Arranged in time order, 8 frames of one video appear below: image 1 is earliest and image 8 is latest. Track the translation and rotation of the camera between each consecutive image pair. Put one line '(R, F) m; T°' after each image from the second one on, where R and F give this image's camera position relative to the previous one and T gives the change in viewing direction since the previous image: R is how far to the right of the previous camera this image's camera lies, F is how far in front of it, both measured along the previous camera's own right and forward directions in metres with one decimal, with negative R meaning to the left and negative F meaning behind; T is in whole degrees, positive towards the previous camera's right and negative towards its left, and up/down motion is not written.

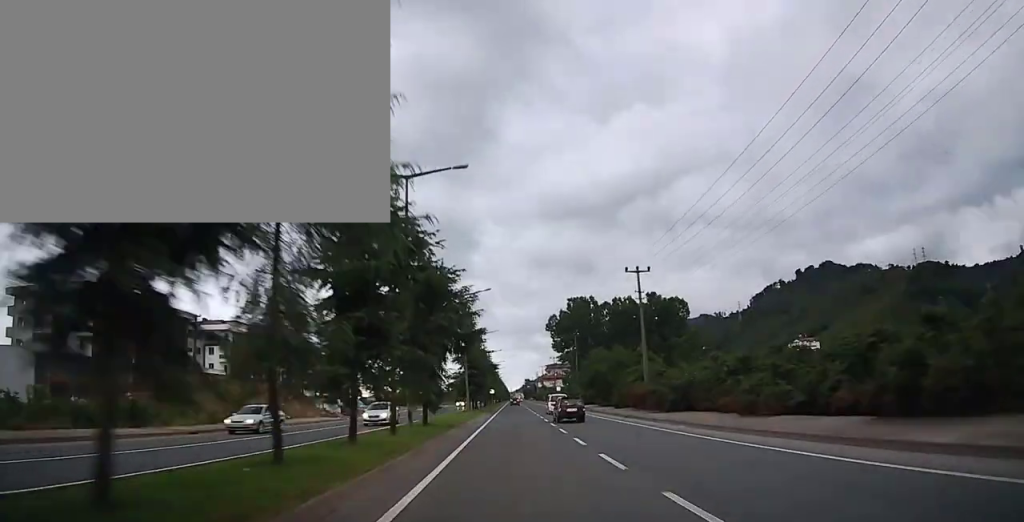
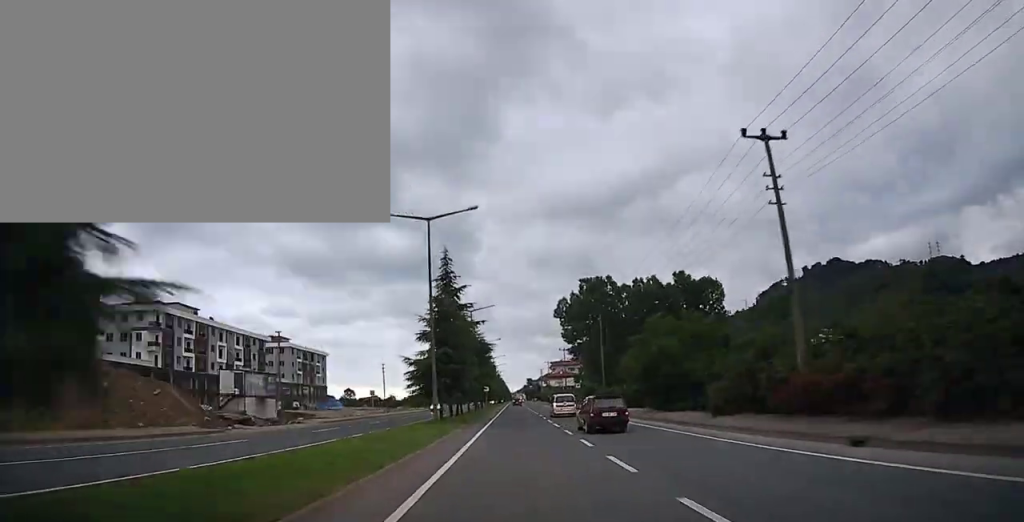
(0.0, +23.8) m; 0°
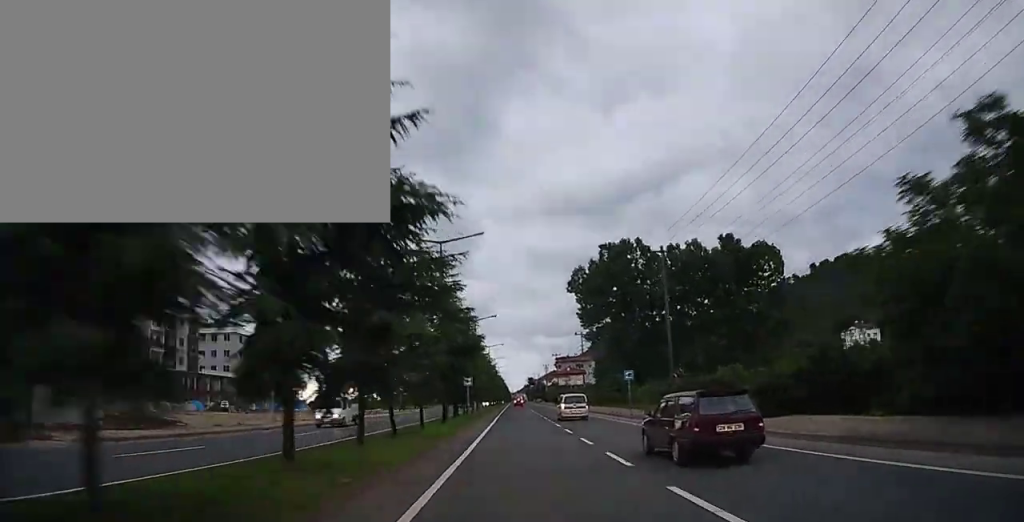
(-0.1, +28.8) m; 0°
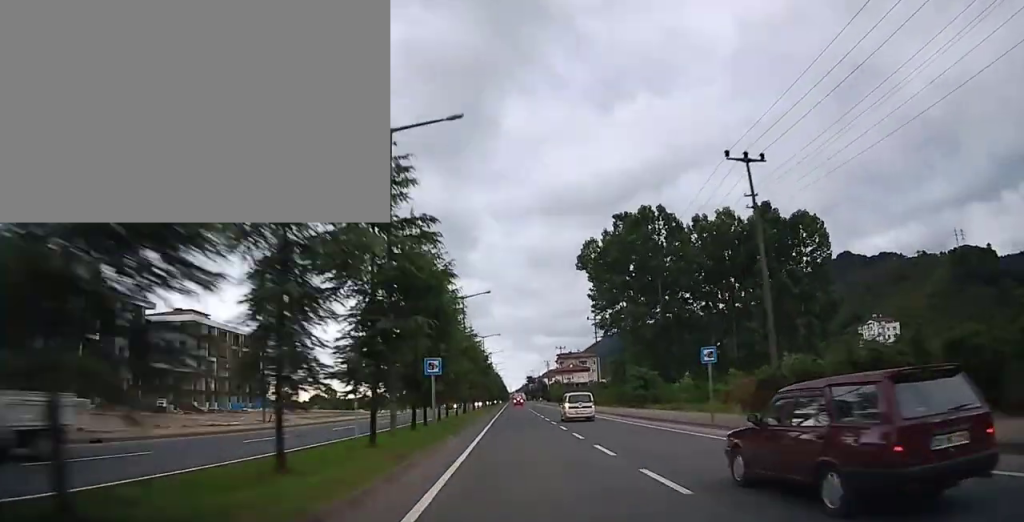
(+0.1, +15.4) m; 0°
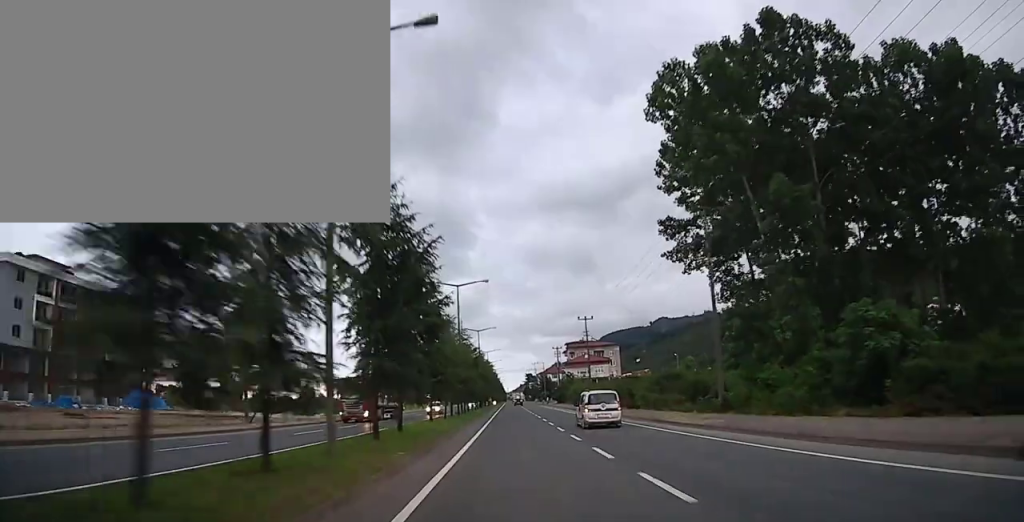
(+0.1, +41.4) m; 0°
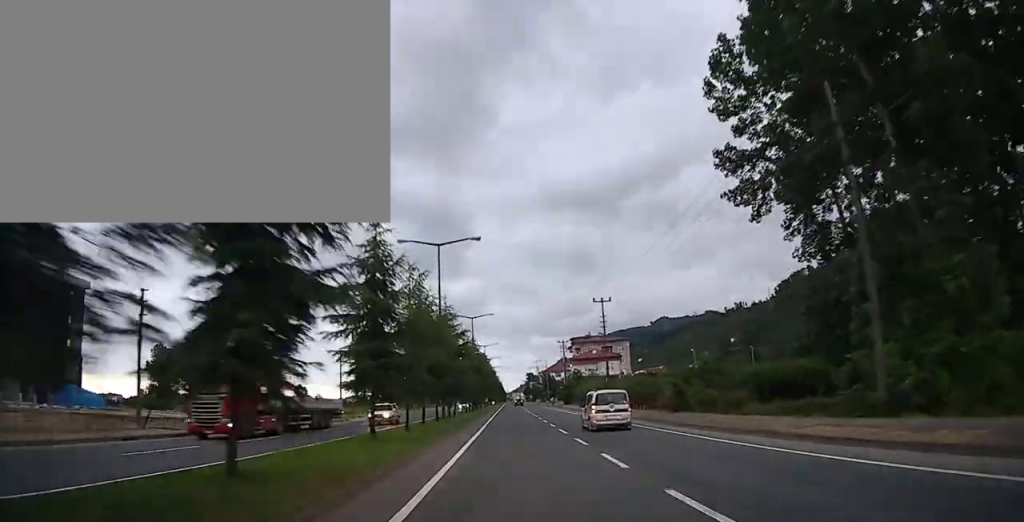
(0.0, +12.7) m; 0°
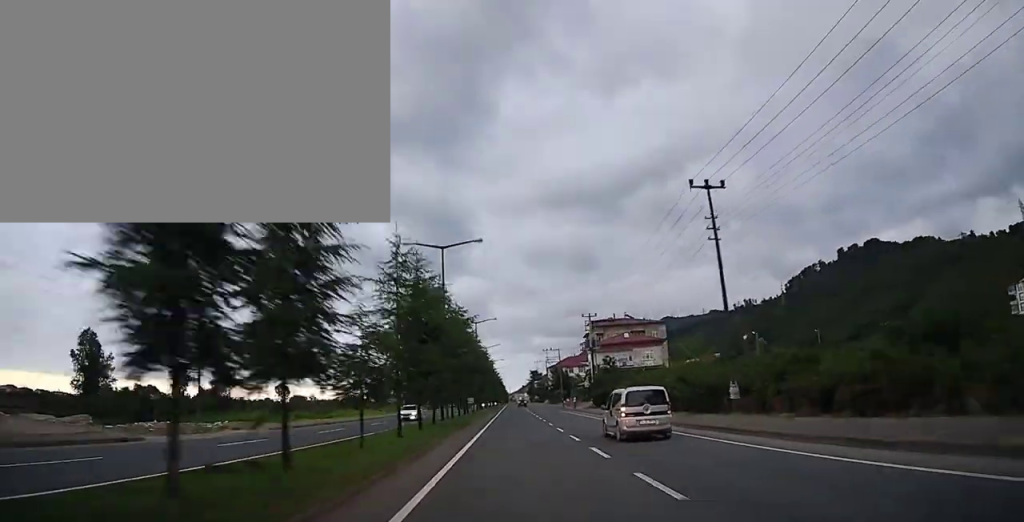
(+0.2, +33.4) m; 0°
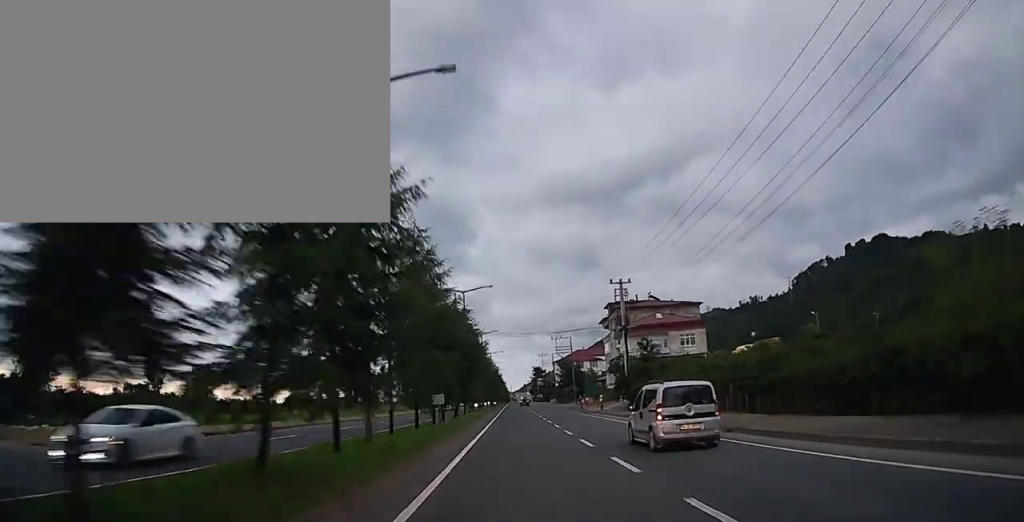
(-0.2, +20.3) m; 0°
